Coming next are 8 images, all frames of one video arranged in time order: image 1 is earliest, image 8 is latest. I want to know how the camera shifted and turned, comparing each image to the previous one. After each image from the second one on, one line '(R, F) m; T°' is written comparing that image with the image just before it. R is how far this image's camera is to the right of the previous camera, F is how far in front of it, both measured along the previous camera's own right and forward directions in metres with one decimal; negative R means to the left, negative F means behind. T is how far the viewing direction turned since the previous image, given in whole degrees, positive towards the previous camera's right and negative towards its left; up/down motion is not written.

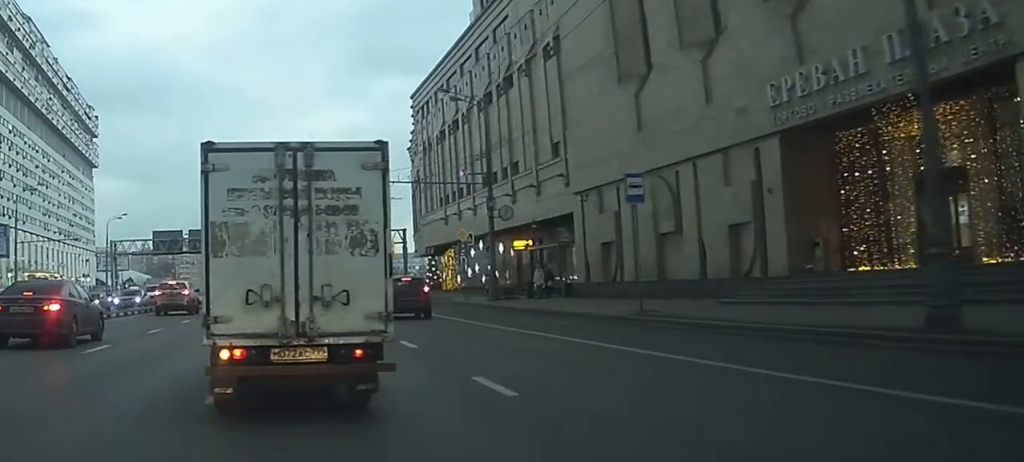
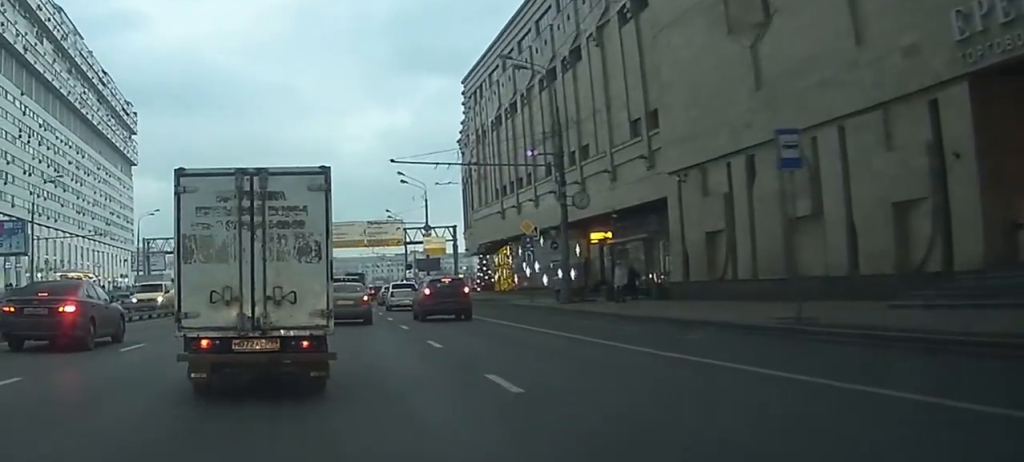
(+0.1, +8.6) m; 0°
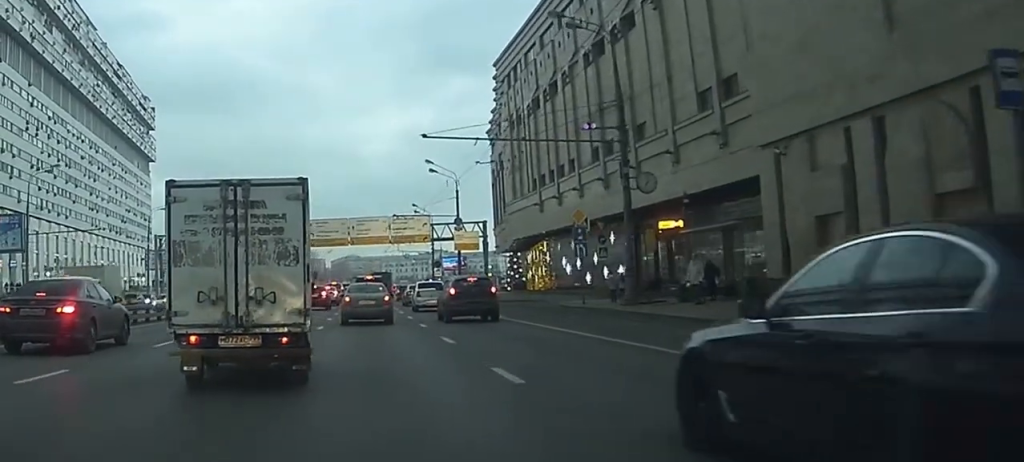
(-0.1, +7.0) m; -2°
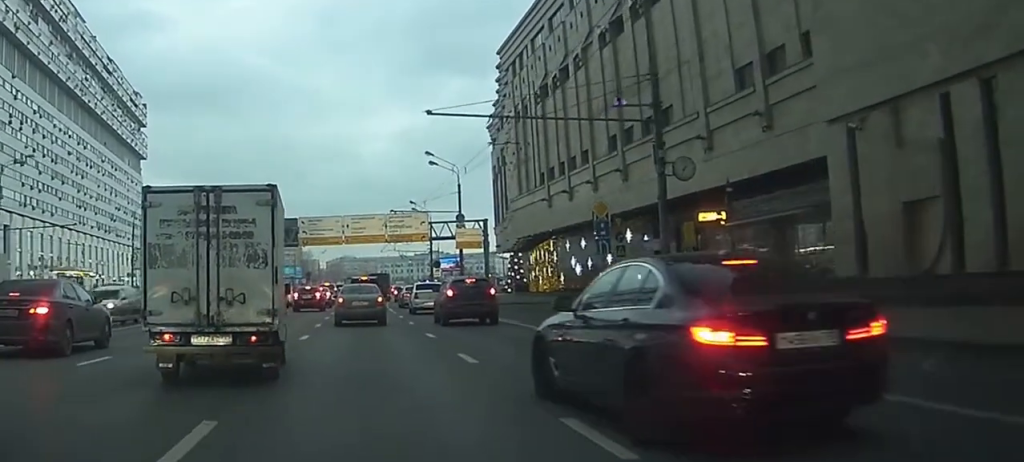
(-0.2, +4.8) m; 0°
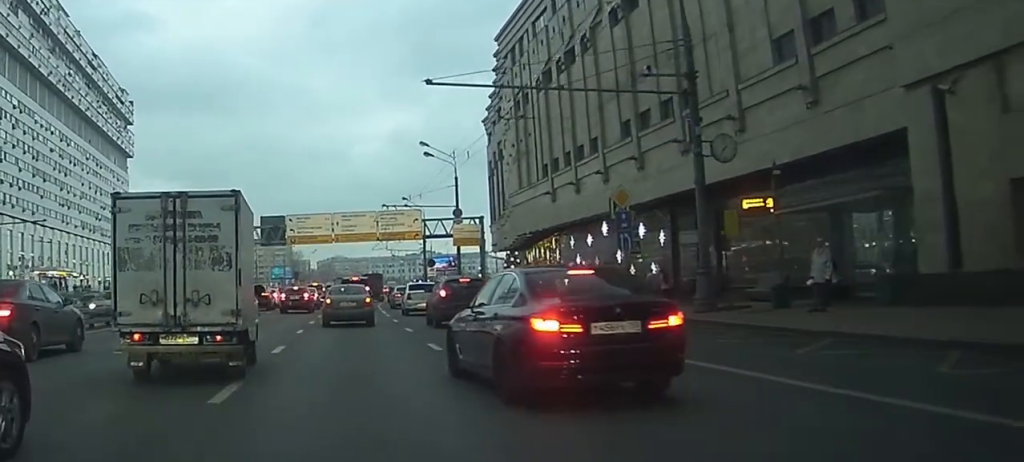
(+0.1, +4.1) m; +1°
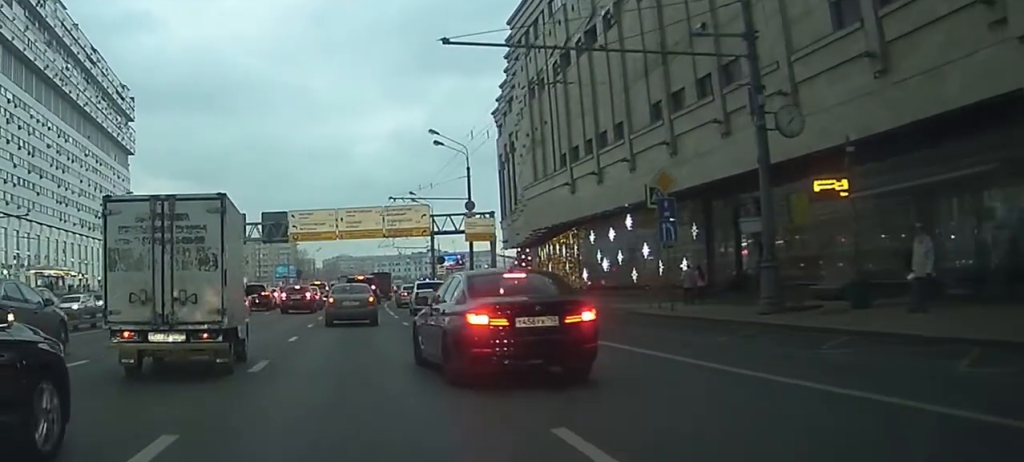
(0.0, +3.7) m; +1°
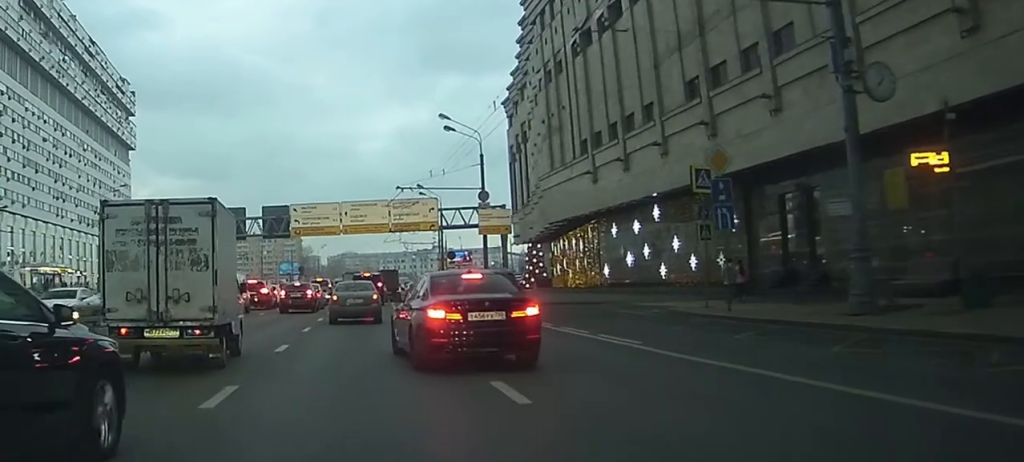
(0.0, +3.8) m; +1°
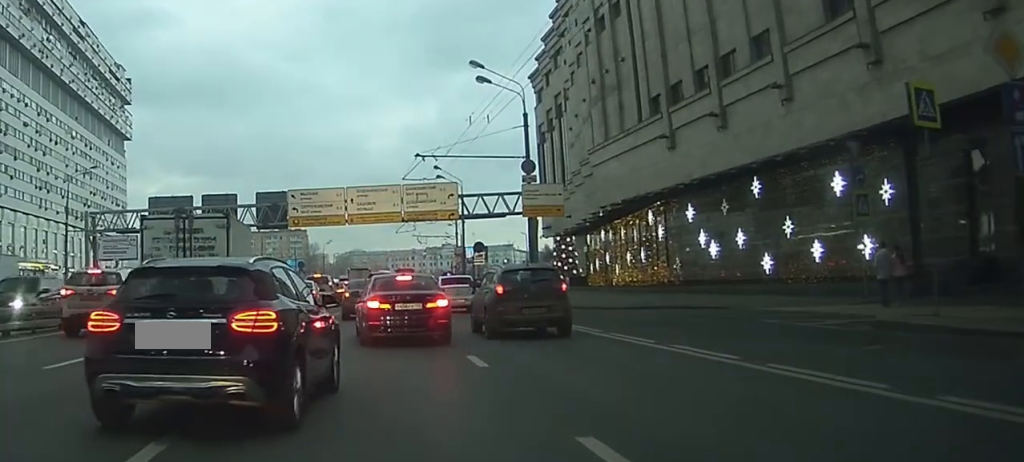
(+0.1, +11.6) m; 0°
